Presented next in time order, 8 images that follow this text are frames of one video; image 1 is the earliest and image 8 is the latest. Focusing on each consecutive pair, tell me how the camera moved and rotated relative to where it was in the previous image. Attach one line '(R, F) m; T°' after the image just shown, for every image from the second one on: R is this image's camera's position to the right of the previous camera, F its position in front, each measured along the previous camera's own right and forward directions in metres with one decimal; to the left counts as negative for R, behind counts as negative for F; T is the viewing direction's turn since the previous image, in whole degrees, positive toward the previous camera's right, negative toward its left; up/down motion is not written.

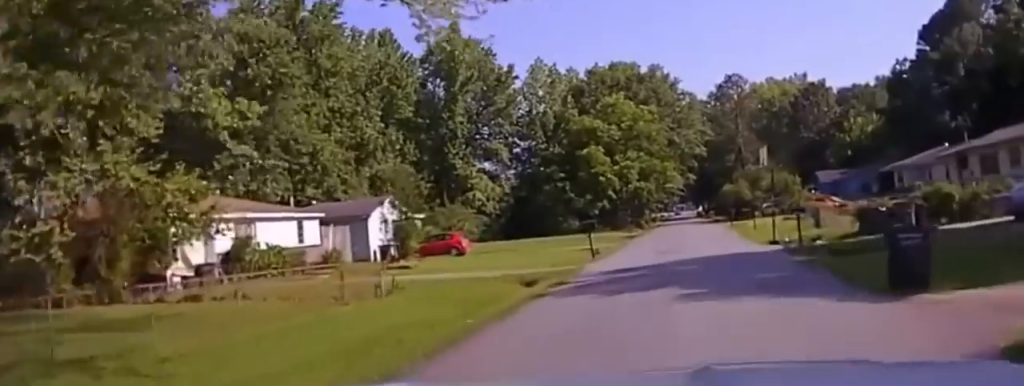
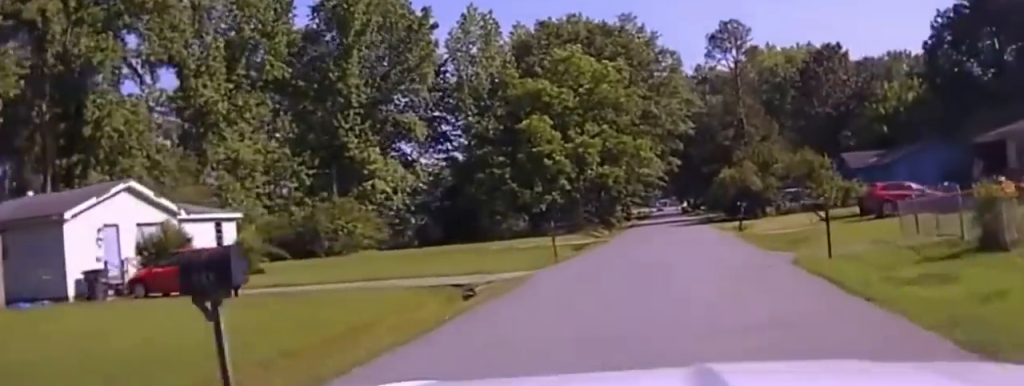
(+0.6, +27.0) m; +2°
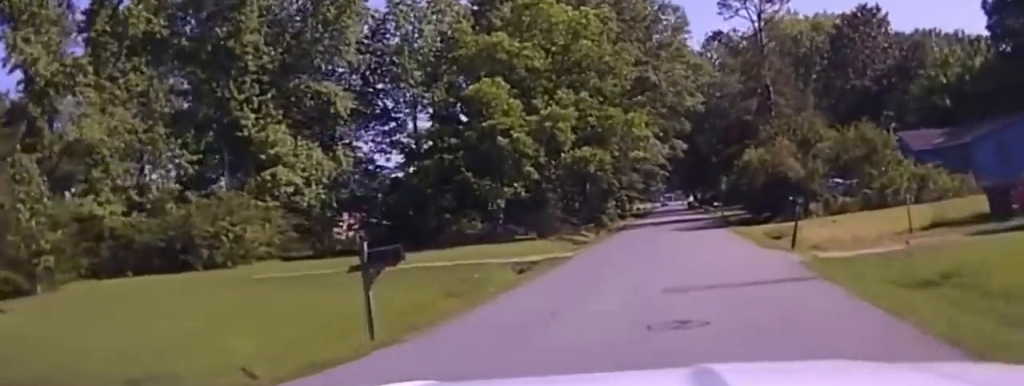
(0.0, +15.4) m; 0°
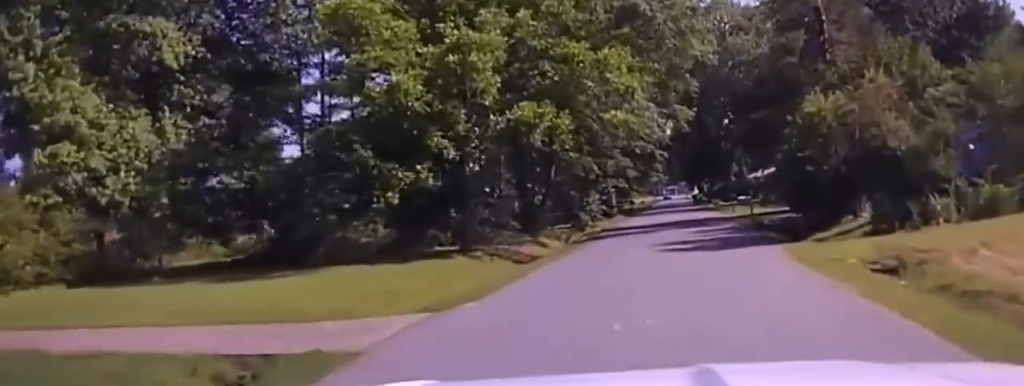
(0.0, +16.0) m; 0°
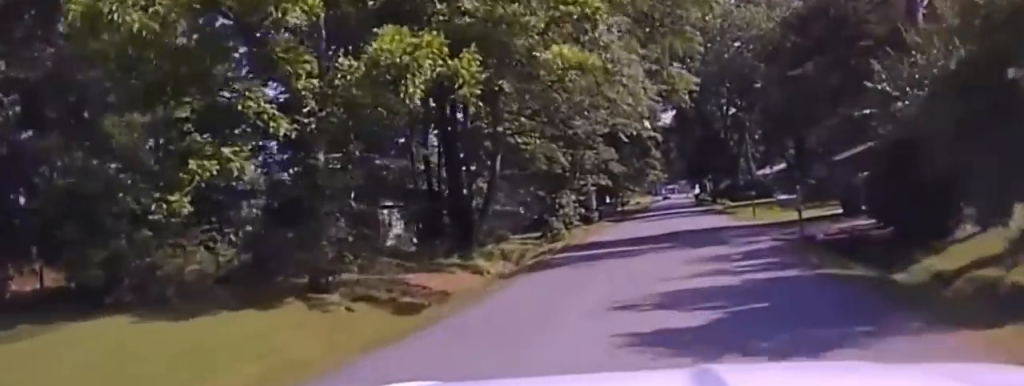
(0.0, +11.8) m; 0°
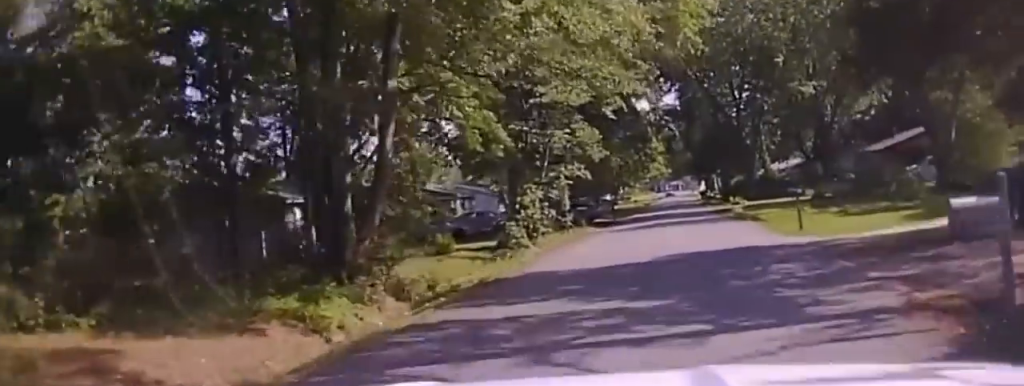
(0.0, +13.6) m; 0°
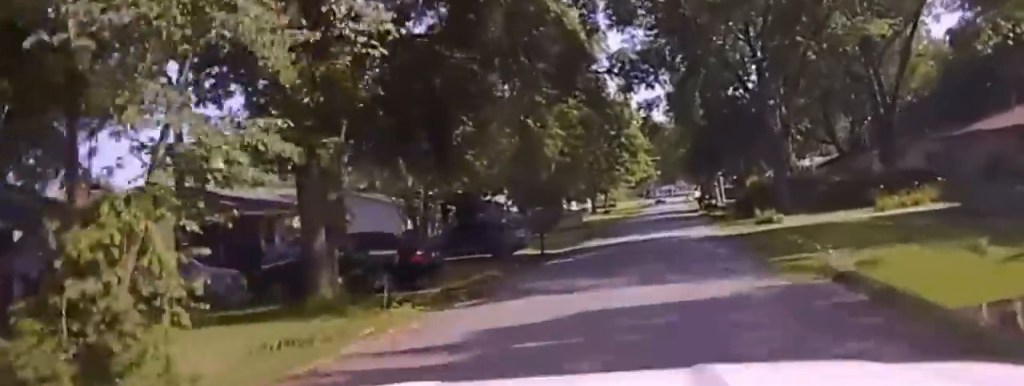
(-0.2, +32.7) m; -1°
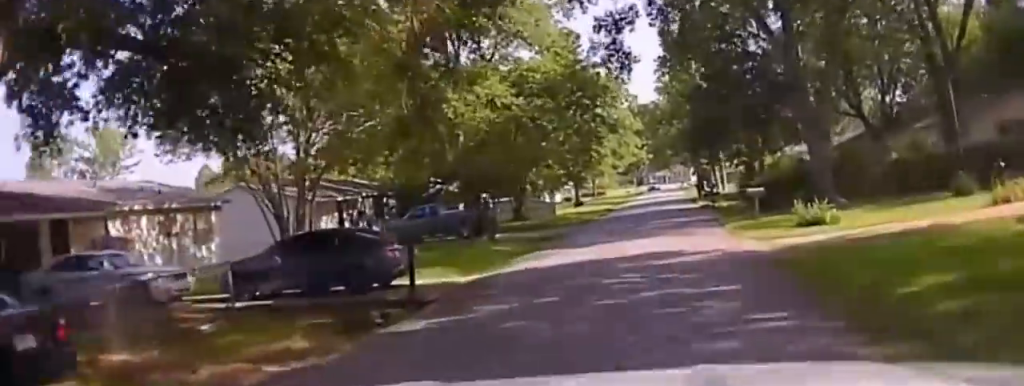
(0.0, +16.8) m; 0°
